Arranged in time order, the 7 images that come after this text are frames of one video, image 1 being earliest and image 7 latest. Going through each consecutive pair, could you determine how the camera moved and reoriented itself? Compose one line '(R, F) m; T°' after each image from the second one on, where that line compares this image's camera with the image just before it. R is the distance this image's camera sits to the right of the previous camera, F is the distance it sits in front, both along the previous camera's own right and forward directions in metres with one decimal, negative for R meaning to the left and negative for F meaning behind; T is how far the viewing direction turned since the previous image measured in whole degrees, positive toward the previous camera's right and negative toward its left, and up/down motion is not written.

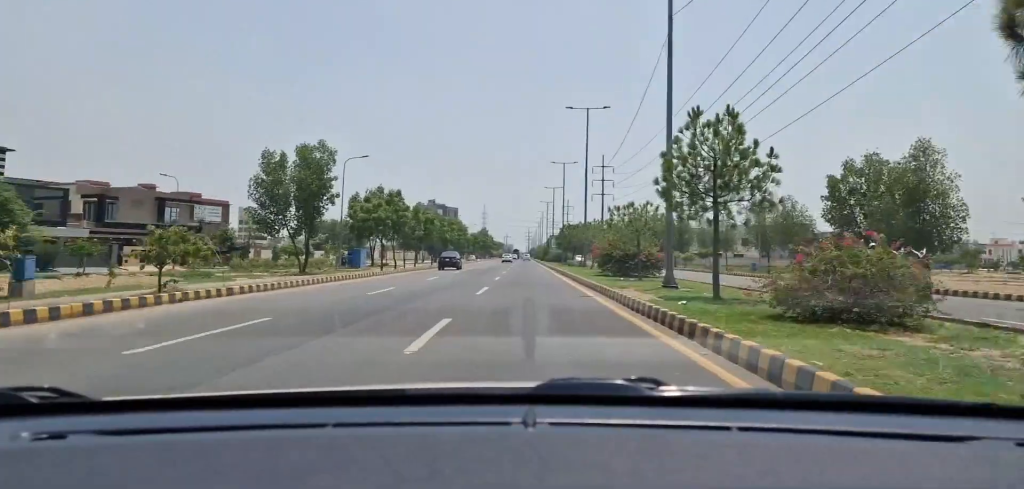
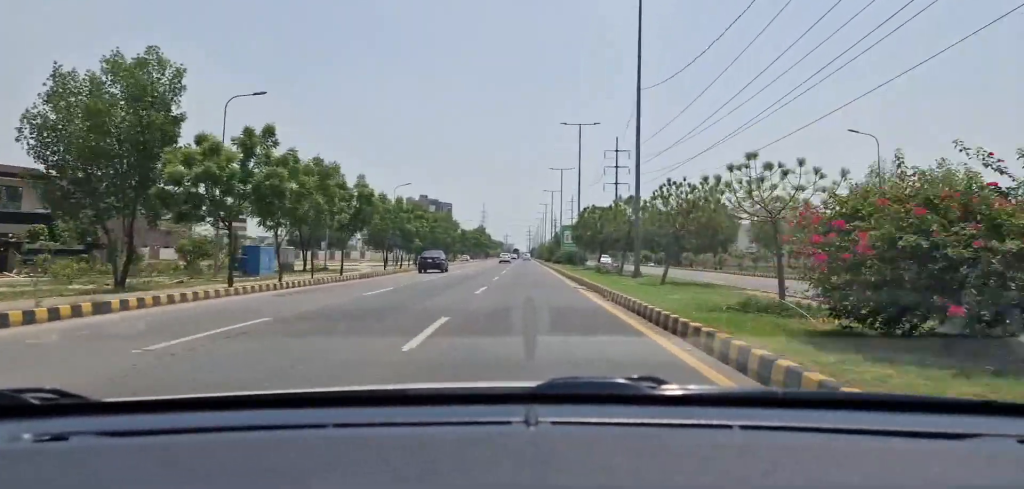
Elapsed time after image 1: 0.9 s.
(-0.3, +24.8) m; 0°
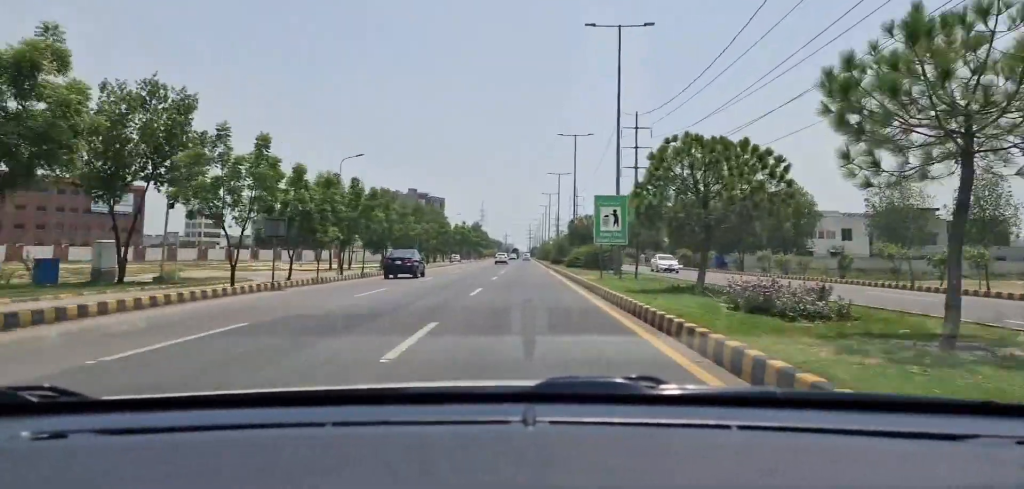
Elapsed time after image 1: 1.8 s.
(+0.2, +24.5) m; 0°
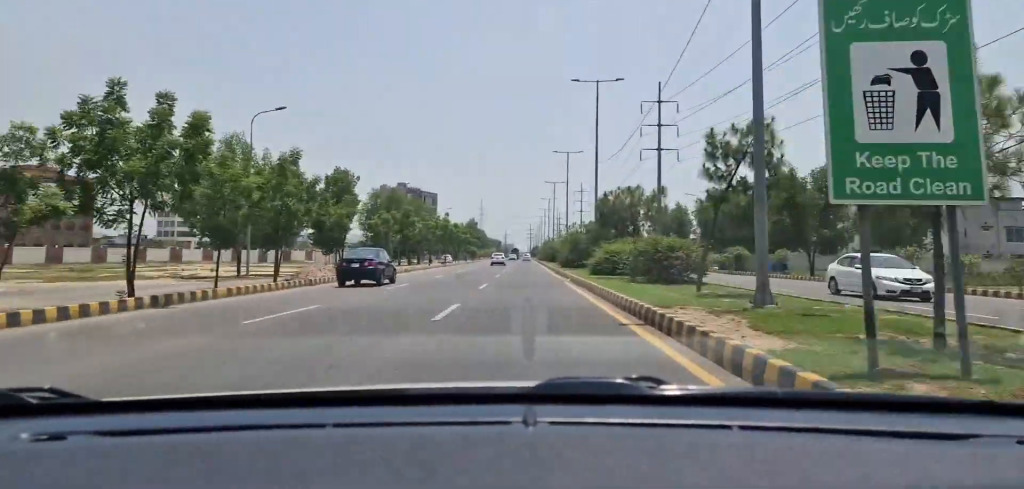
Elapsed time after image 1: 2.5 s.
(0.0, +19.9) m; 0°
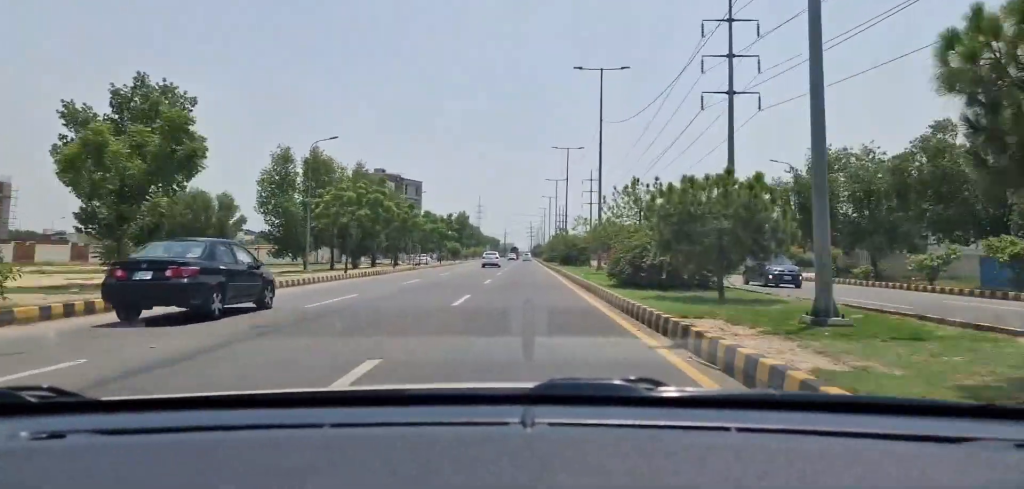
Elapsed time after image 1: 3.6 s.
(-0.2, +32.9) m; 0°
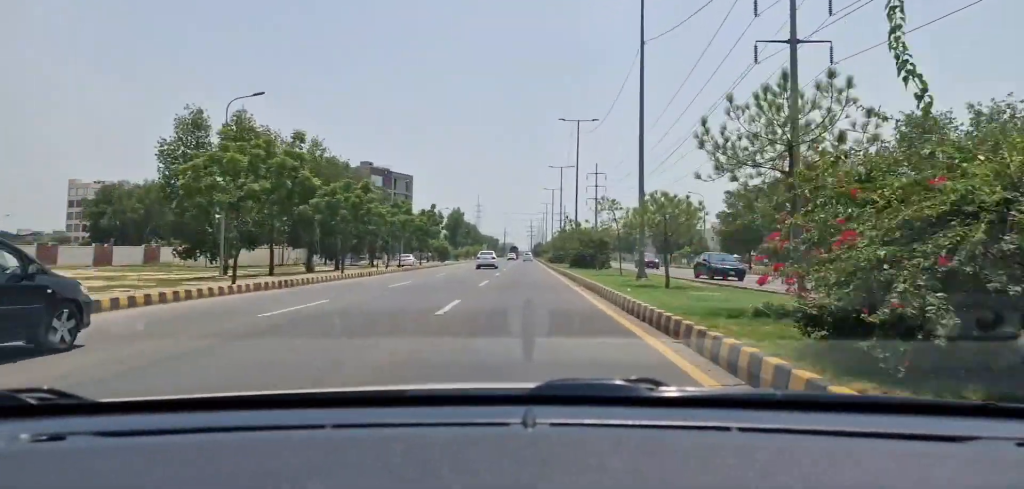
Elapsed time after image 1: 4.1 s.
(0.0, +14.6) m; +1°
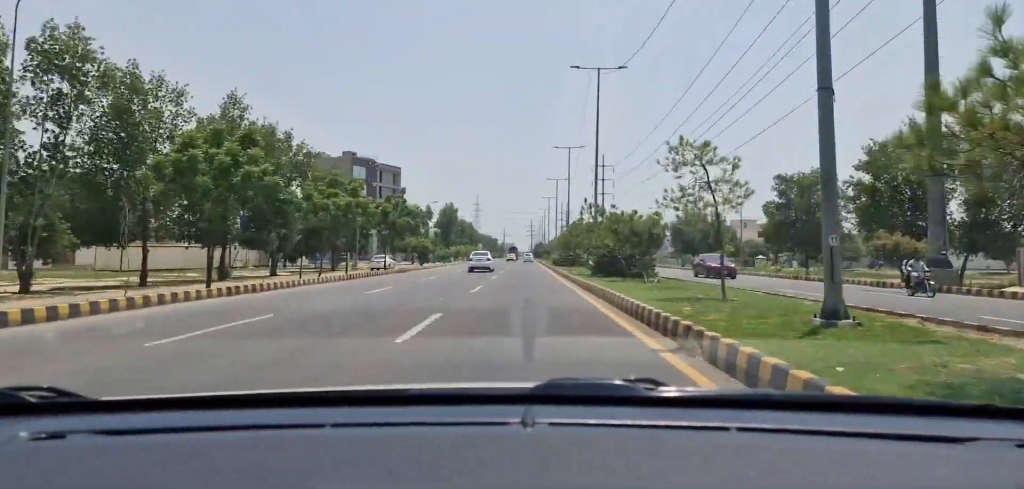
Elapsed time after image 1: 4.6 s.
(+0.2, +15.5) m; 0°
